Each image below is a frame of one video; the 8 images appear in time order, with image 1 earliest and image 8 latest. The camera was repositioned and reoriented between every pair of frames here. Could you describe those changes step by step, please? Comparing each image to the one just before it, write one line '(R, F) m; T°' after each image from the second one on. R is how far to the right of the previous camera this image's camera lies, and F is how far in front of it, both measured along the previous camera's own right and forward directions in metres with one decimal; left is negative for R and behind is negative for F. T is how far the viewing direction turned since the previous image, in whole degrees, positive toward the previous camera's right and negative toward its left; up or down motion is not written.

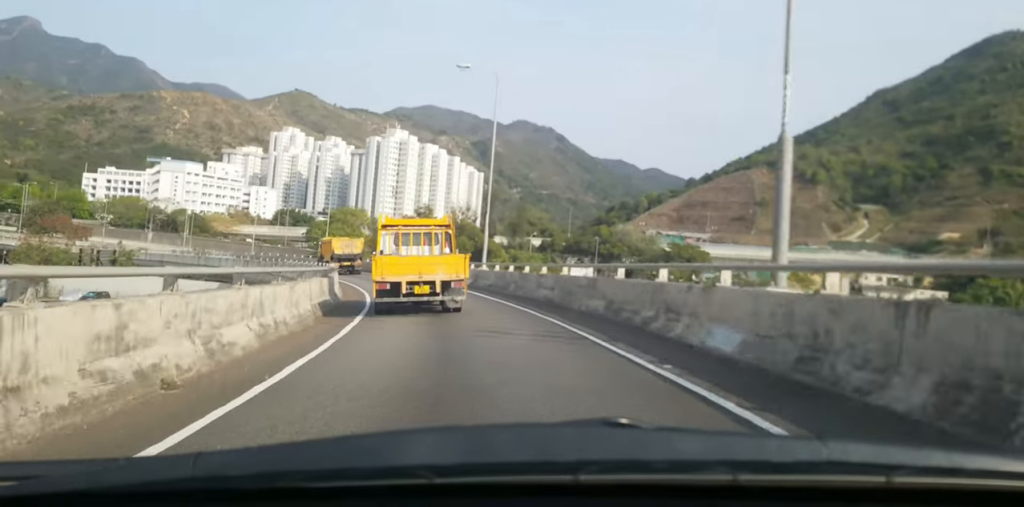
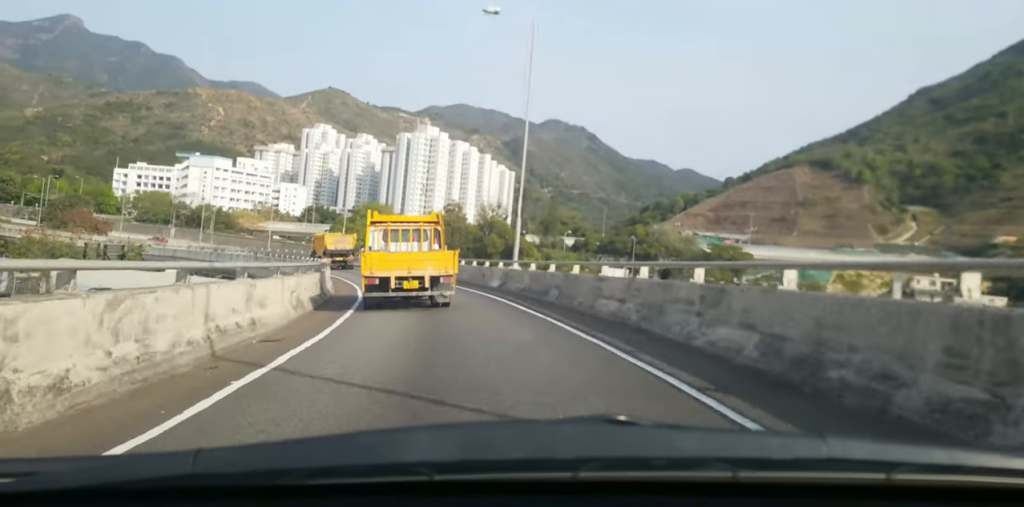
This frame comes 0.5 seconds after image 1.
(-0.1, +8.1) m; -2°
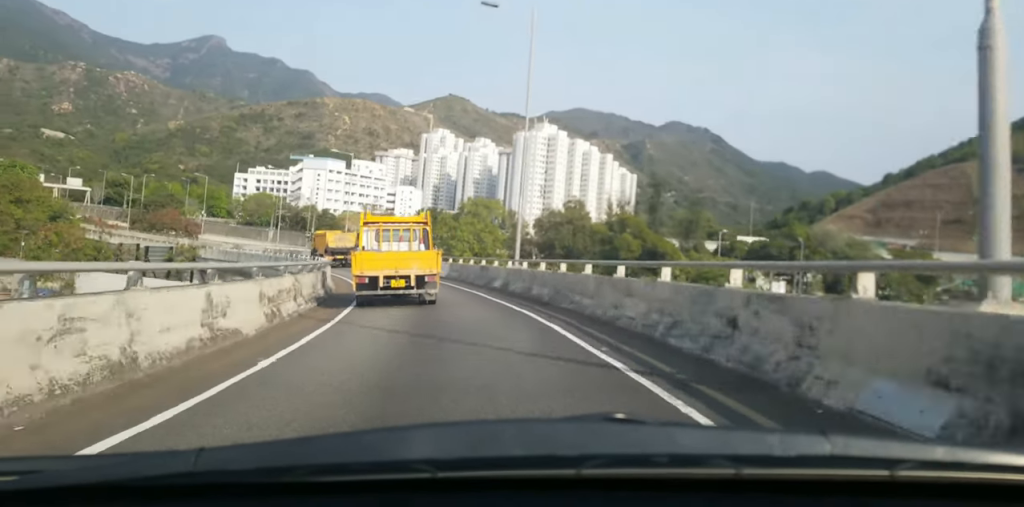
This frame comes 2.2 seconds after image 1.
(-1.7, +26.4) m; -9°
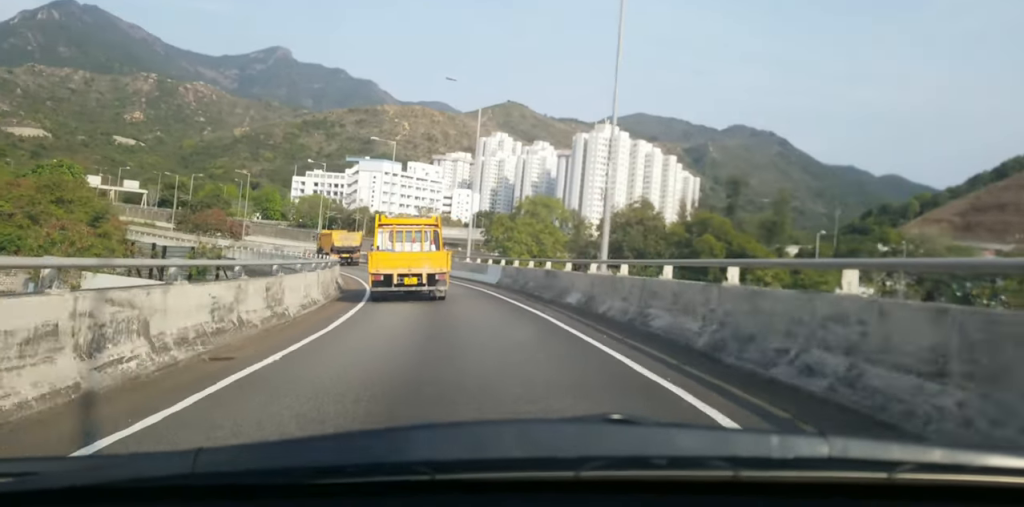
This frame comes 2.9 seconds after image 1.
(-0.7, +11.4) m; -4°
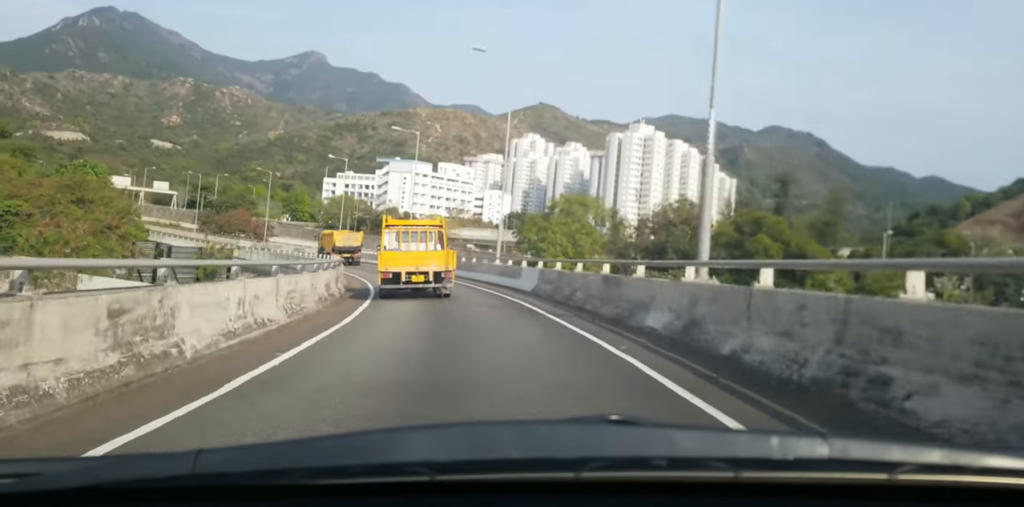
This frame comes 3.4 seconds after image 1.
(-0.1, +7.0) m; -3°
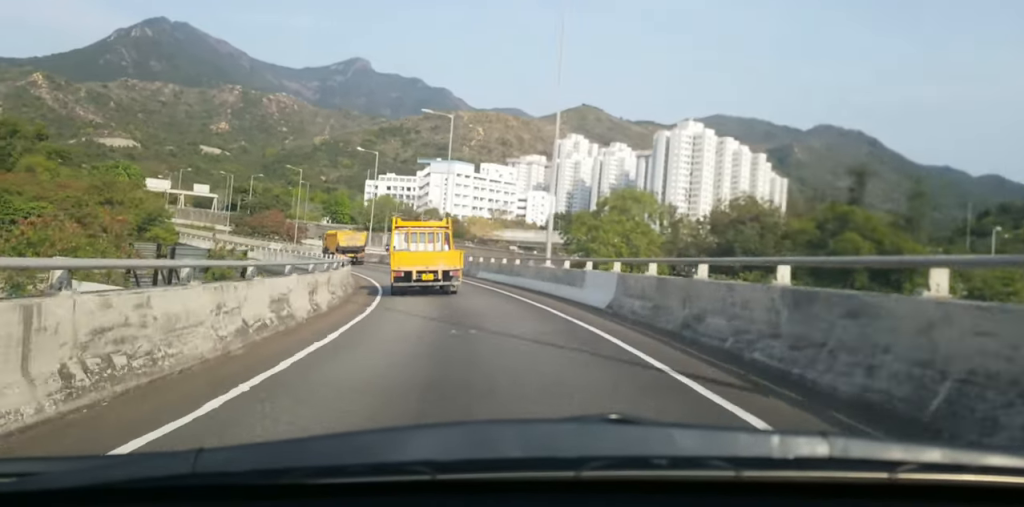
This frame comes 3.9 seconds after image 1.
(-0.3, +9.1) m; -2°
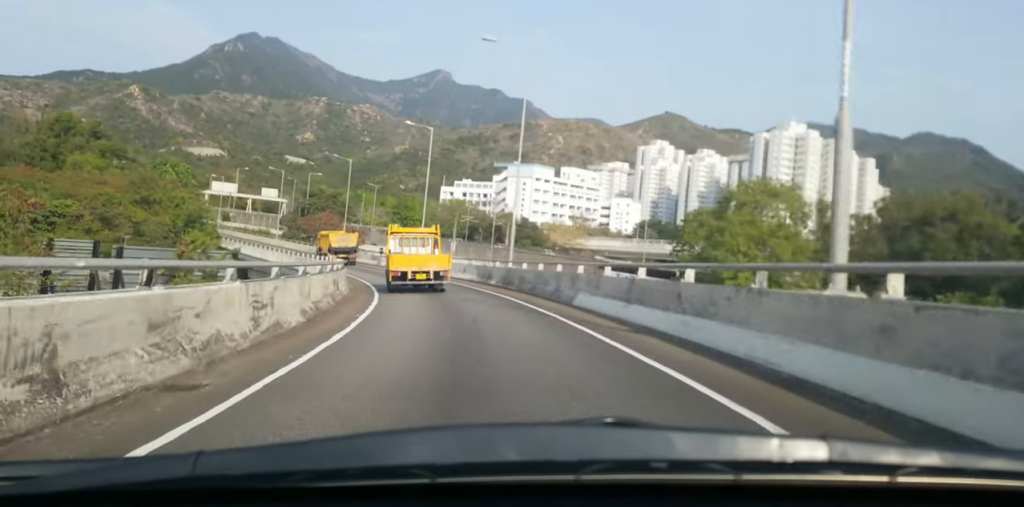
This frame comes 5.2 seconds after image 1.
(-0.8, +20.4) m; -7°
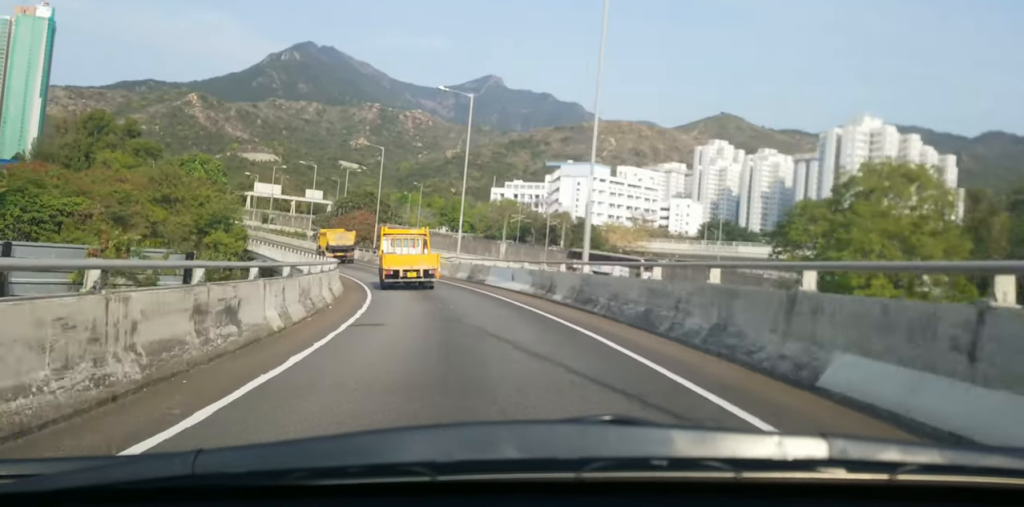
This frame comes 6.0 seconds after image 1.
(-0.8, +13.6) m; -4°
